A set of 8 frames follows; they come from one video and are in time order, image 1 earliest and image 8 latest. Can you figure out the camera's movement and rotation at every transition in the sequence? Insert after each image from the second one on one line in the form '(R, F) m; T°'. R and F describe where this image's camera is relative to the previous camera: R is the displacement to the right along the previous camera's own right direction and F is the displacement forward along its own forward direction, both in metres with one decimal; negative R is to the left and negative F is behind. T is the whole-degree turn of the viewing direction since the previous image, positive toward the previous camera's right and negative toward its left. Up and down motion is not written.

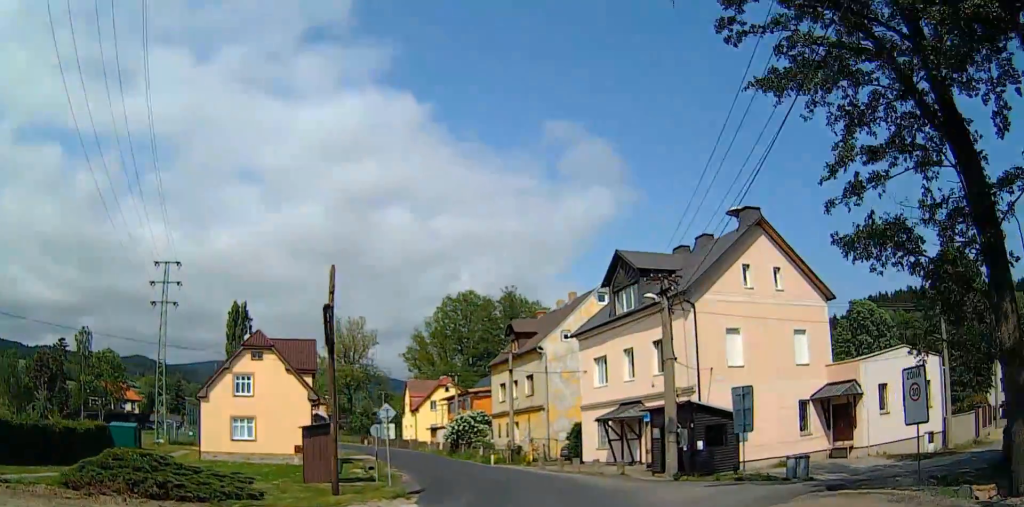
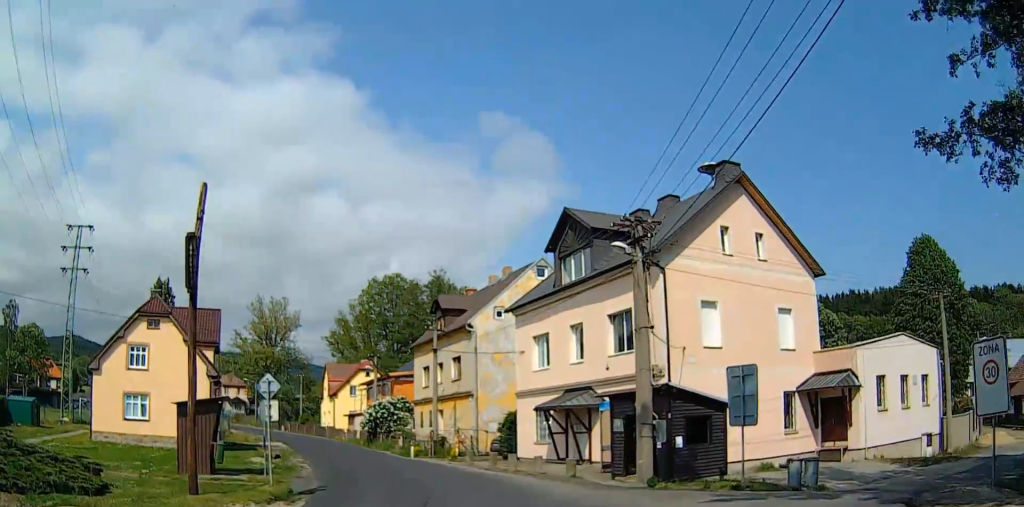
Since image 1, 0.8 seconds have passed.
(+0.1, +5.9) m; -3°
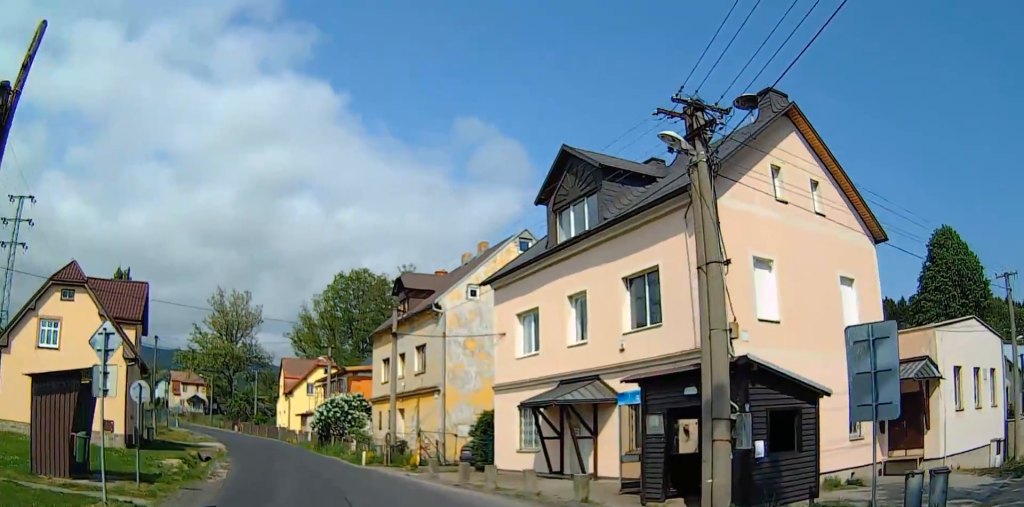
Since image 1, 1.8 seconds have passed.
(-0.5, +7.6) m; +1°
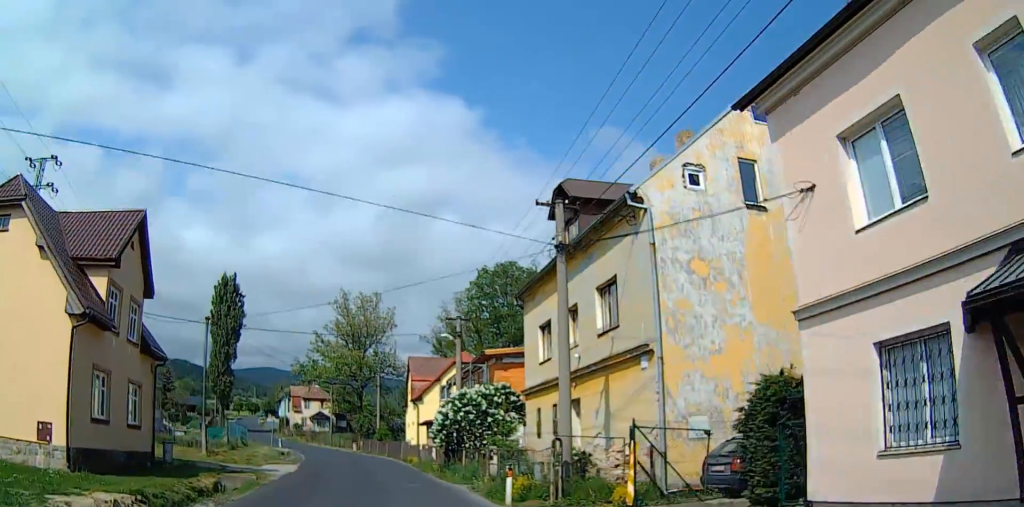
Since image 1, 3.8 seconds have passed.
(+2.0, +14.8) m; -3°
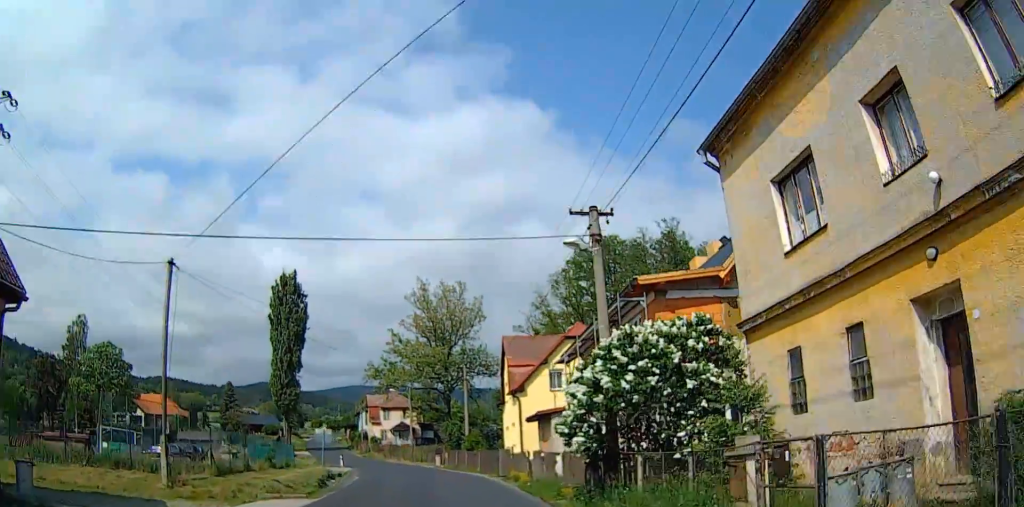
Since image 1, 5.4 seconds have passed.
(-1.4, +14.2) m; -6°
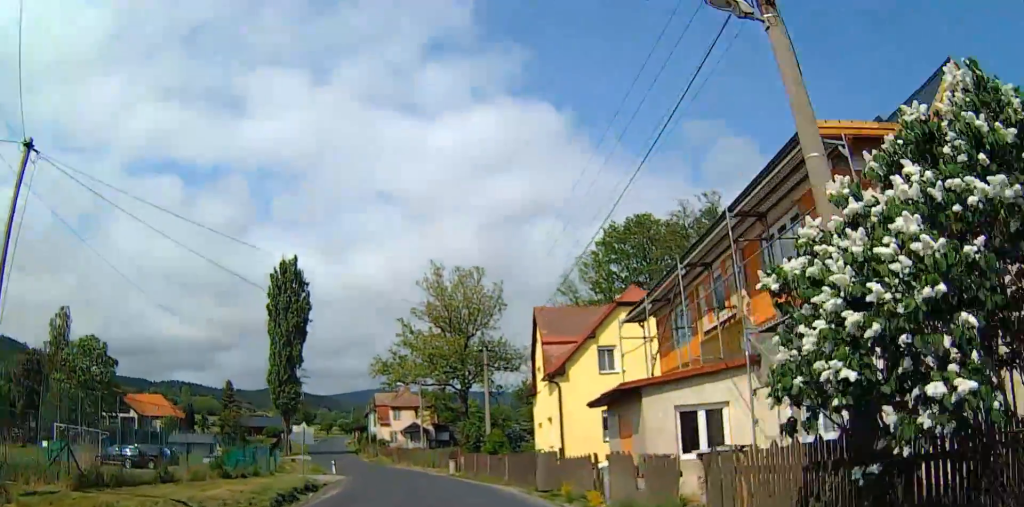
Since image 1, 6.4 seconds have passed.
(-0.9, +9.7) m; -7°
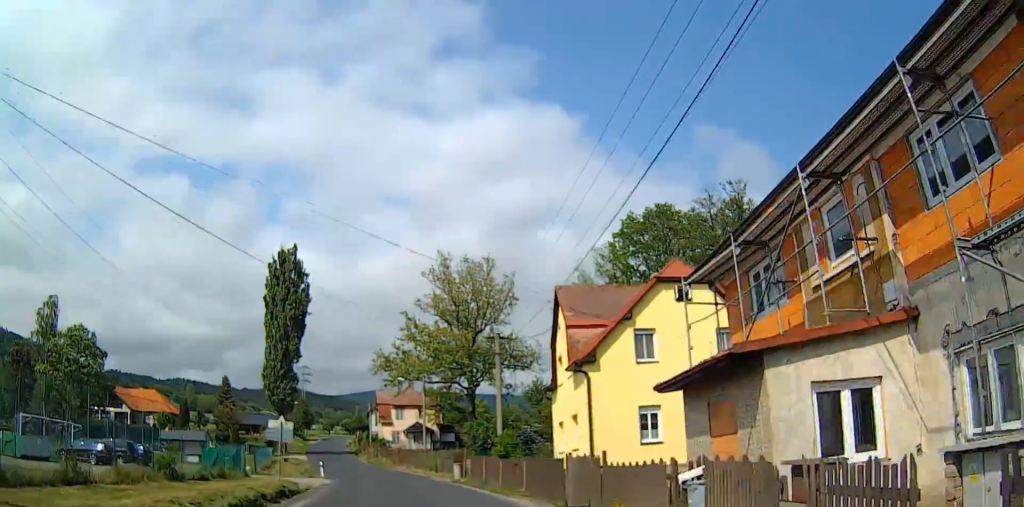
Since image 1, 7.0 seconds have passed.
(-0.2, +5.4) m; 0°
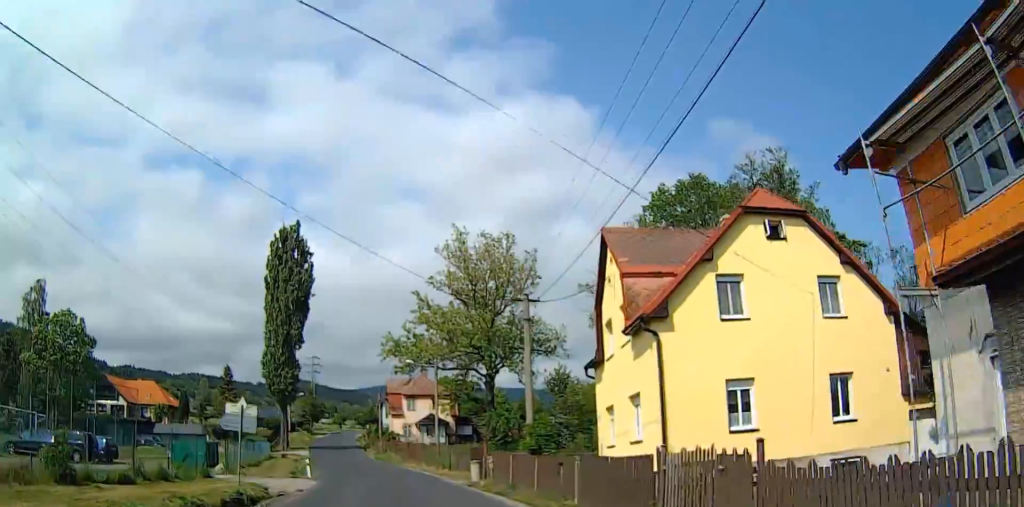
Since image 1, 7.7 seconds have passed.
(-0.1, +7.2) m; +3°
